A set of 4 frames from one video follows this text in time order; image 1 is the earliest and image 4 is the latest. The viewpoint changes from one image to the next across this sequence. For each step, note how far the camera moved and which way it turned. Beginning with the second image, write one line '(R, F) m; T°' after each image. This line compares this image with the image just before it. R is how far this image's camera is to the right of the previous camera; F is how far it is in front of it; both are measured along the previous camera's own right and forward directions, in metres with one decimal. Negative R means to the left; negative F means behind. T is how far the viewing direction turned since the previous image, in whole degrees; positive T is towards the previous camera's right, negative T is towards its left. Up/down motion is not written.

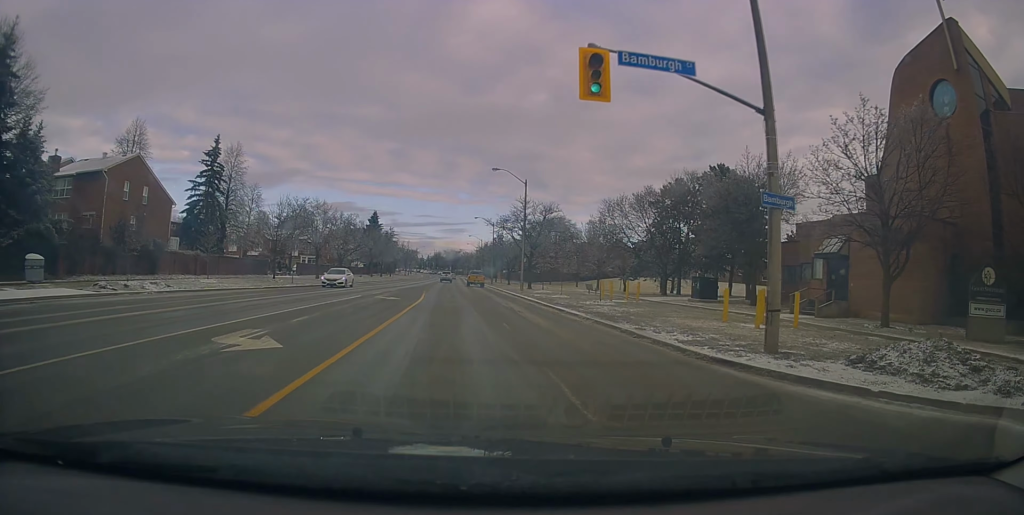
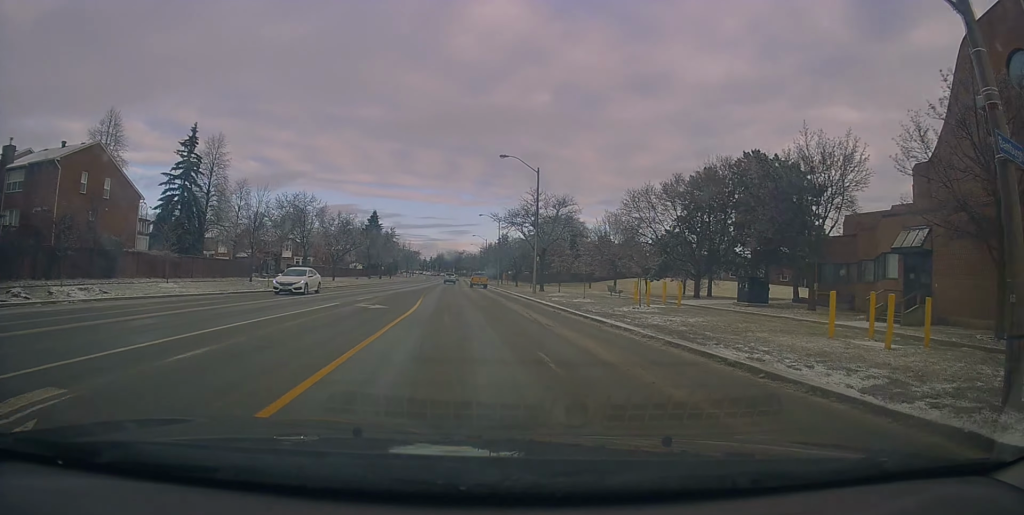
(+0.3, +5.9) m; +1°
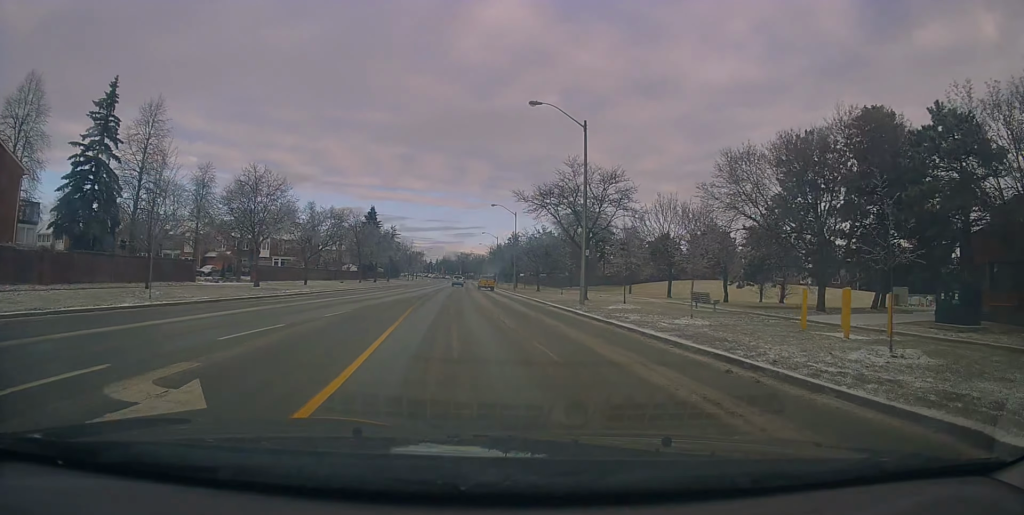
(+0.1, +15.4) m; -1°
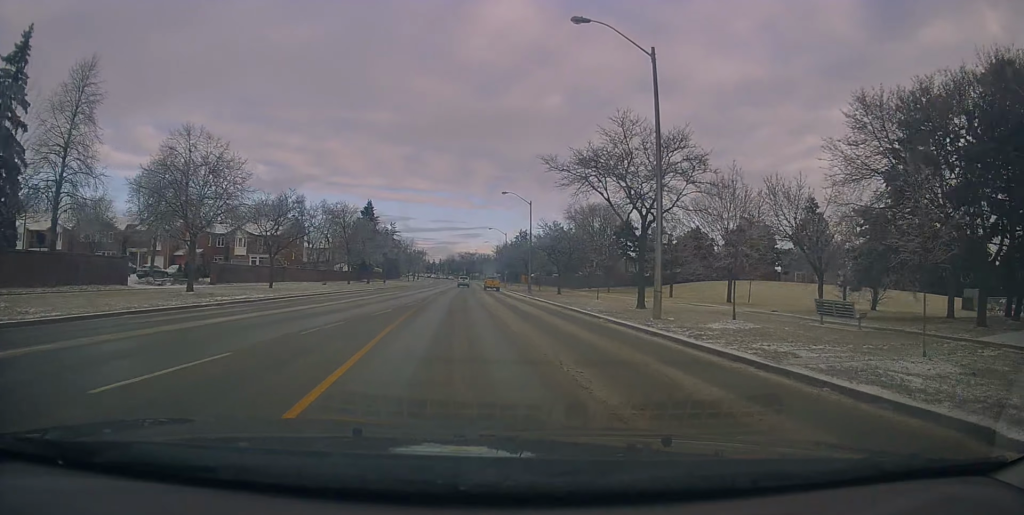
(-0.2, +10.9) m; -1°
